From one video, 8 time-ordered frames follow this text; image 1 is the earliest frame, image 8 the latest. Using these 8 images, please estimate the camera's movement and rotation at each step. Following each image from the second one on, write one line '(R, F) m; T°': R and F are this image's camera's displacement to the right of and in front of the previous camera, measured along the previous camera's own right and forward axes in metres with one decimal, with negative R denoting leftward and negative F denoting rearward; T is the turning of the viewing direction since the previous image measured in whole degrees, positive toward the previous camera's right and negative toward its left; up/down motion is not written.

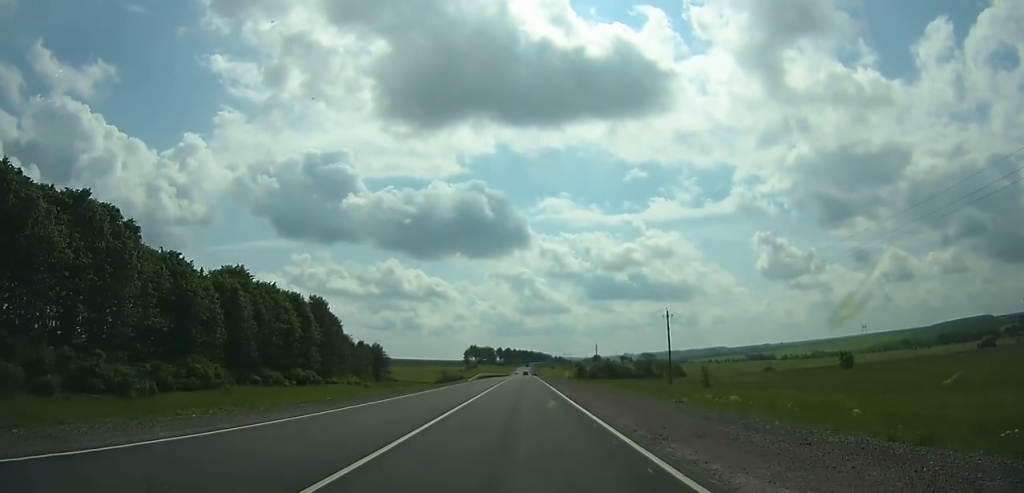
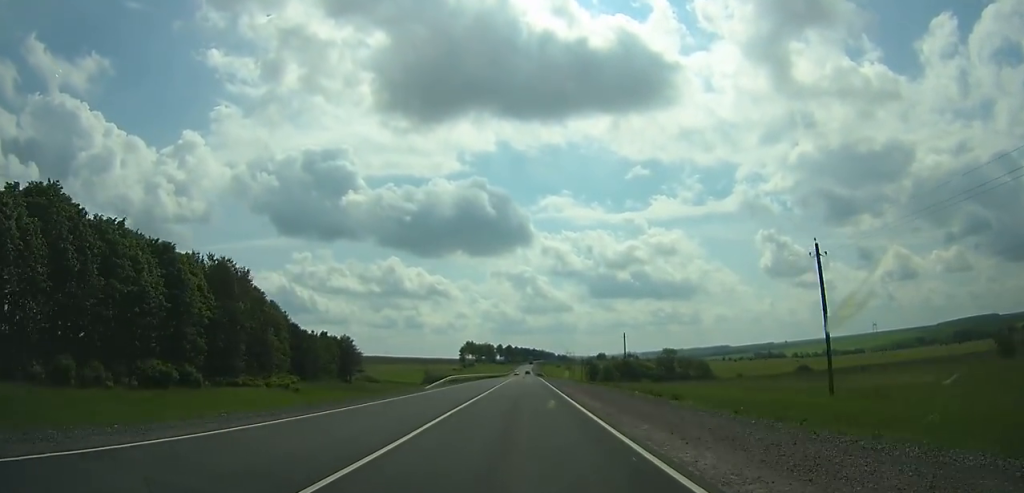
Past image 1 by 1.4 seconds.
(0.0, +37.4) m; 0°
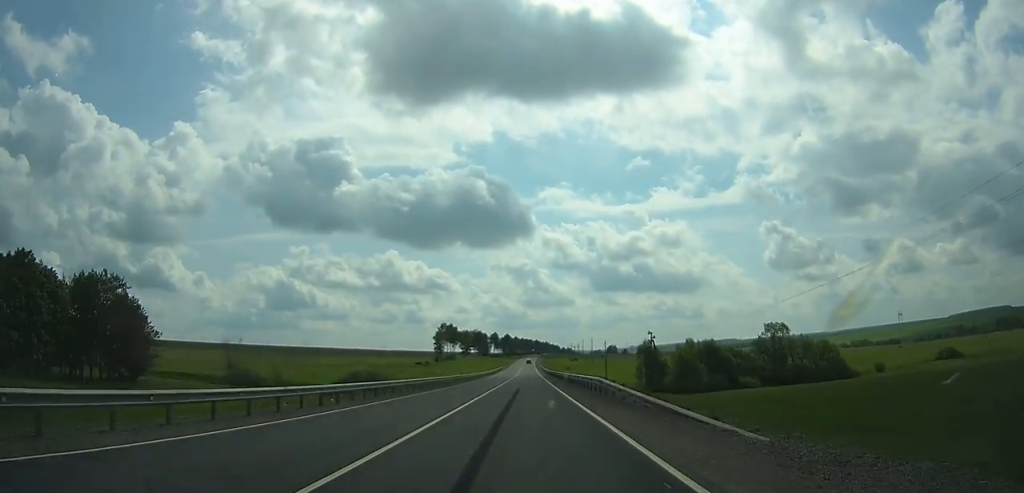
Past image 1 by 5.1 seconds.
(0.0, +98.8) m; 0°
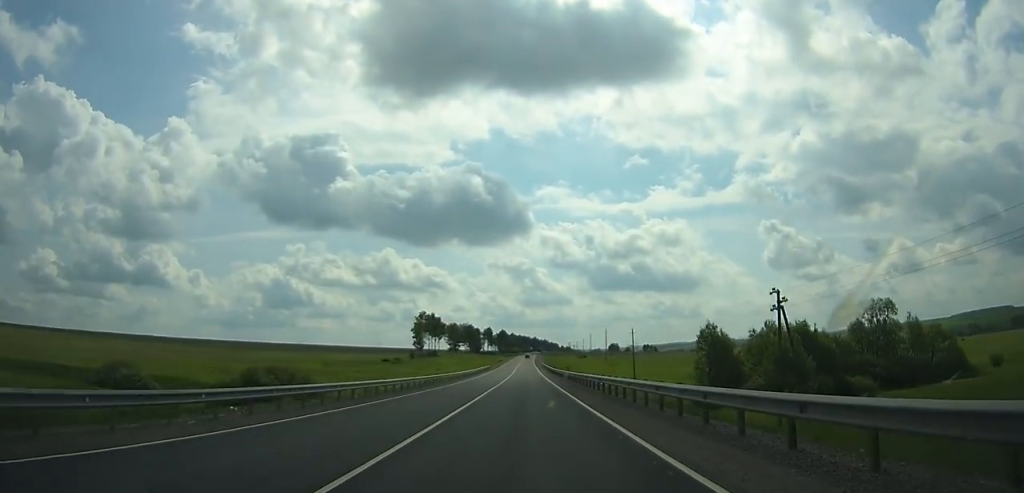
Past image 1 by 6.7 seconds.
(-0.1, +42.8) m; 0°
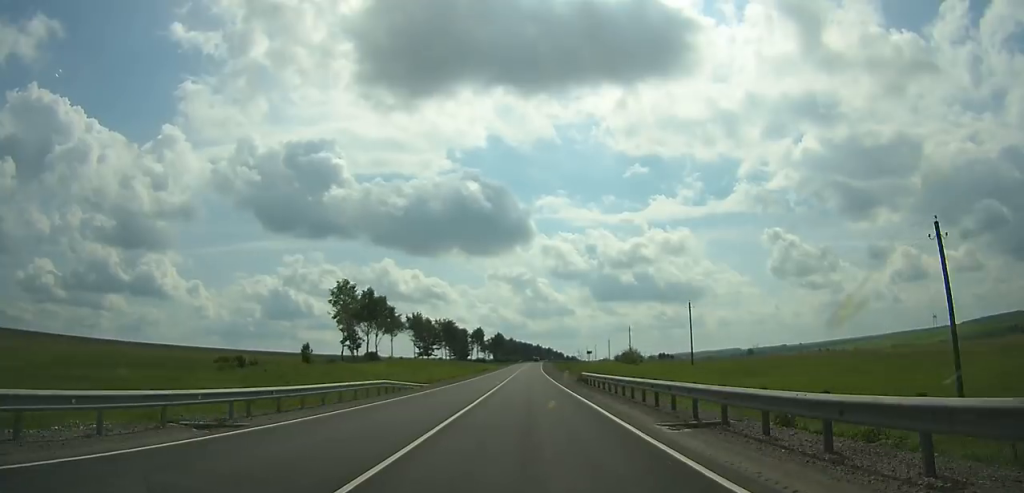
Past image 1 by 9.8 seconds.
(+0.1, +83.3) m; 0°
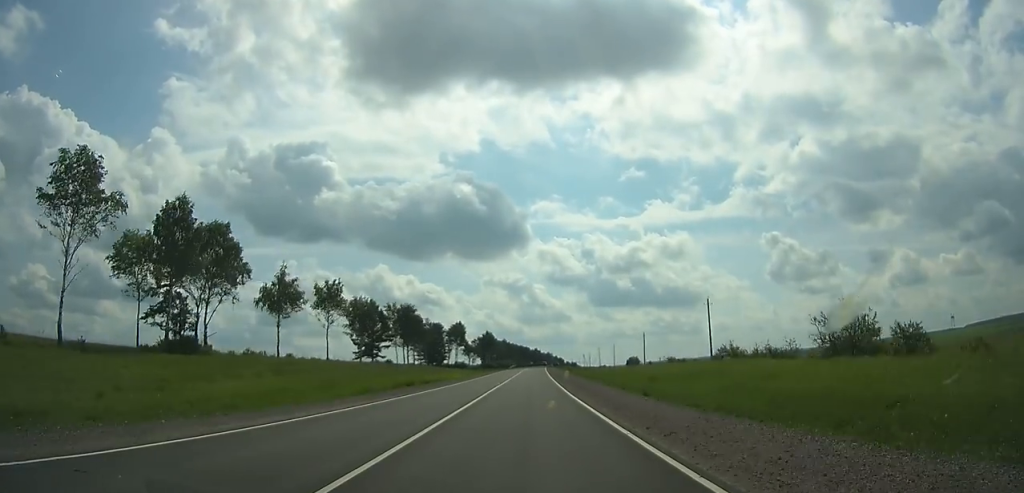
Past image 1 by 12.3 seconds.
(+0.2, +67.7) m; 0°
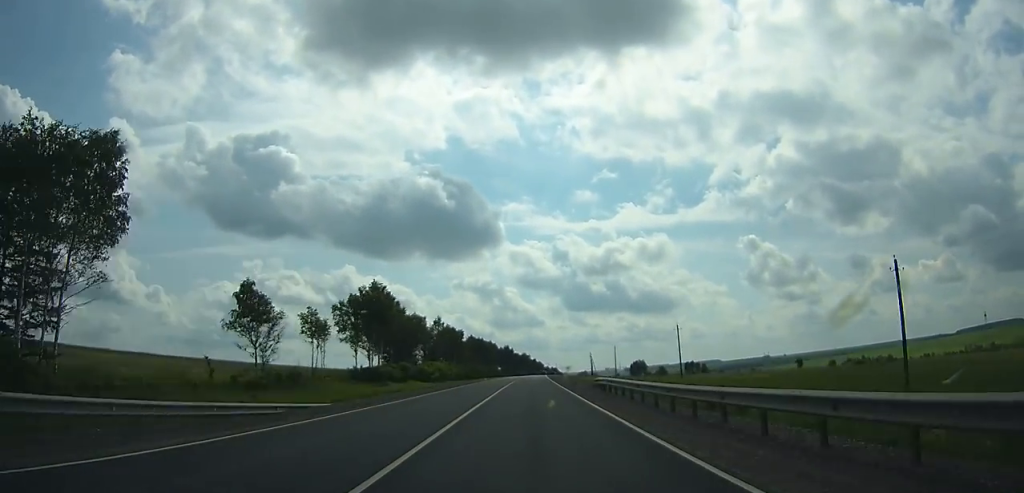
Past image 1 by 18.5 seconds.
(+2.6, +169.5) m; +2°
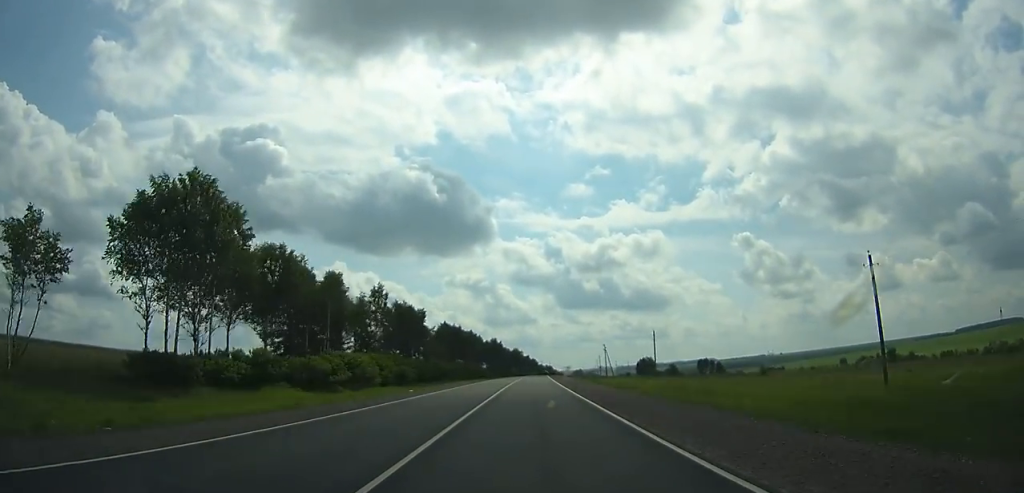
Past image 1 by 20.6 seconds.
(+0.5, +58.2) m; +1°
